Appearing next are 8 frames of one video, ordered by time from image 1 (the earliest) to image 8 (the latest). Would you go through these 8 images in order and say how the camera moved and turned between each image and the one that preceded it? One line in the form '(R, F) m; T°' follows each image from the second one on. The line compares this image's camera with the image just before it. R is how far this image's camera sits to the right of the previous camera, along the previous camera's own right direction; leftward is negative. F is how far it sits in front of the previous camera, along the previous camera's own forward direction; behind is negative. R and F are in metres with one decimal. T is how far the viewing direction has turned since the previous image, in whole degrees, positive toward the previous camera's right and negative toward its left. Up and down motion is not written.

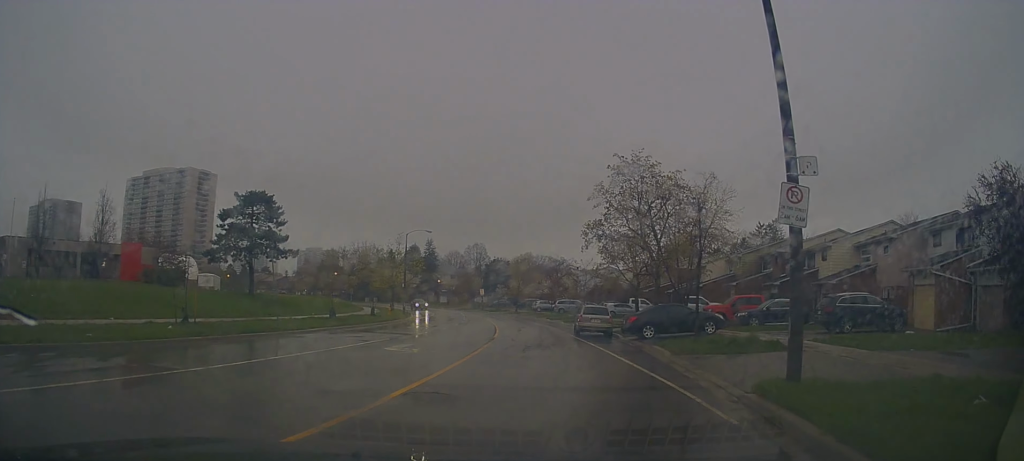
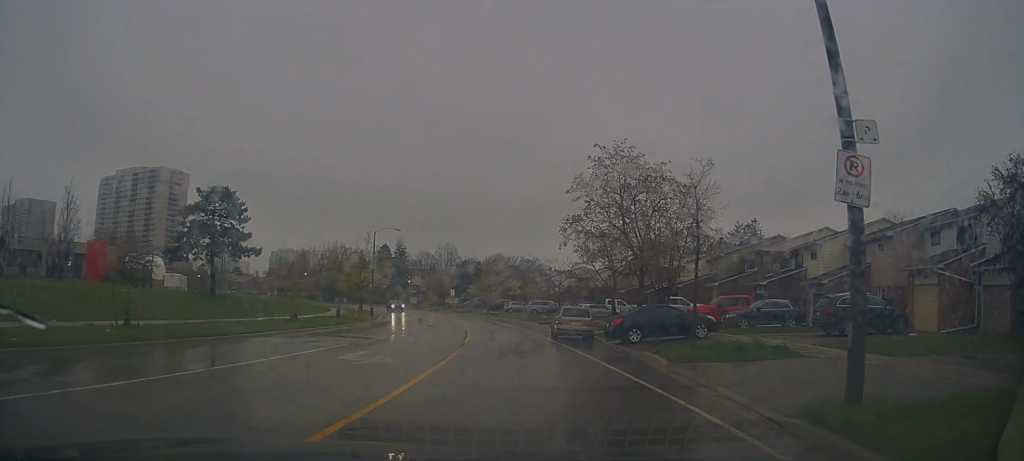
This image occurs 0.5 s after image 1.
(-0.1, +2.0) m; +6°
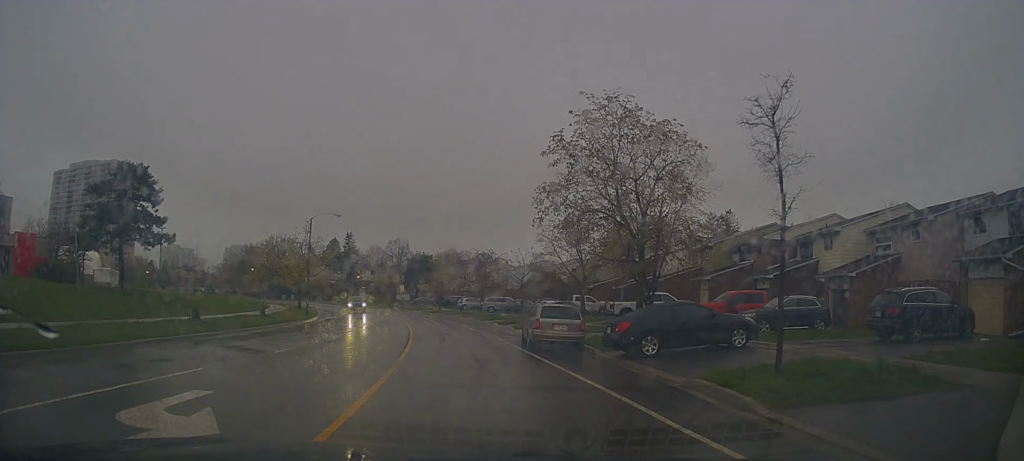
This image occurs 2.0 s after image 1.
(+1.1, +6.3) m; +7°
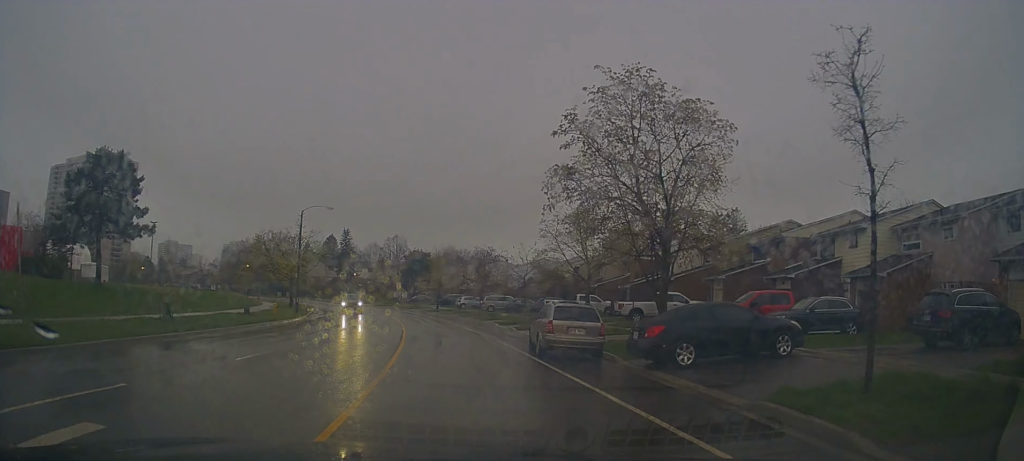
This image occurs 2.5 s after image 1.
(0.0, +2.3) m; -2°
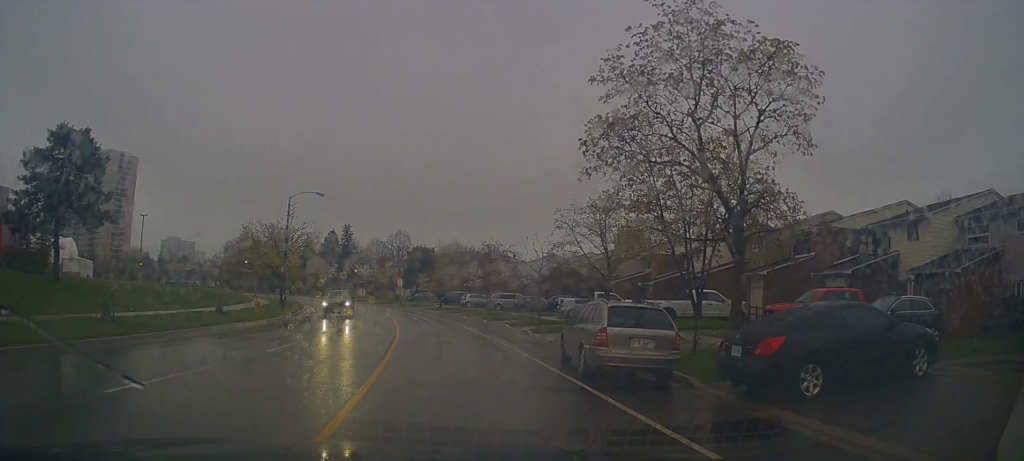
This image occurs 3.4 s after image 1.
(-0.2, +4.6) m; 0°
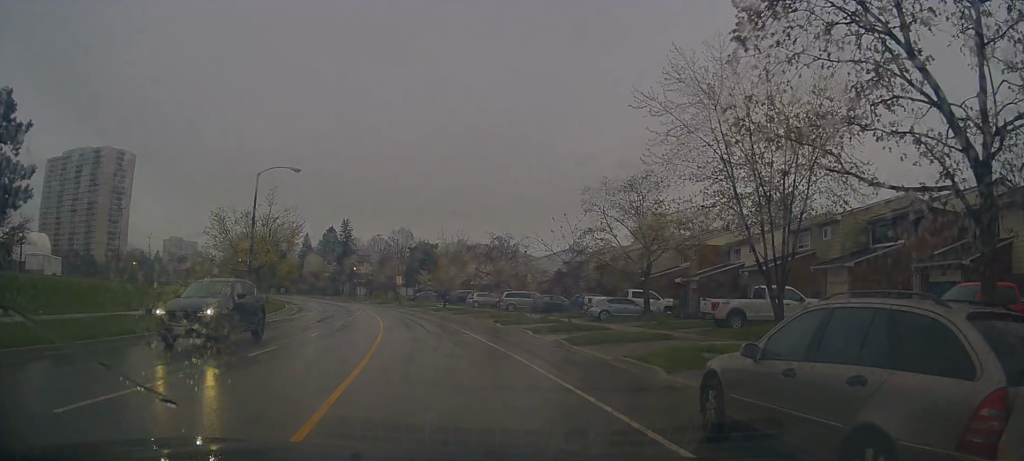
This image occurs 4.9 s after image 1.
(-0.4, +7.6) m; -5°
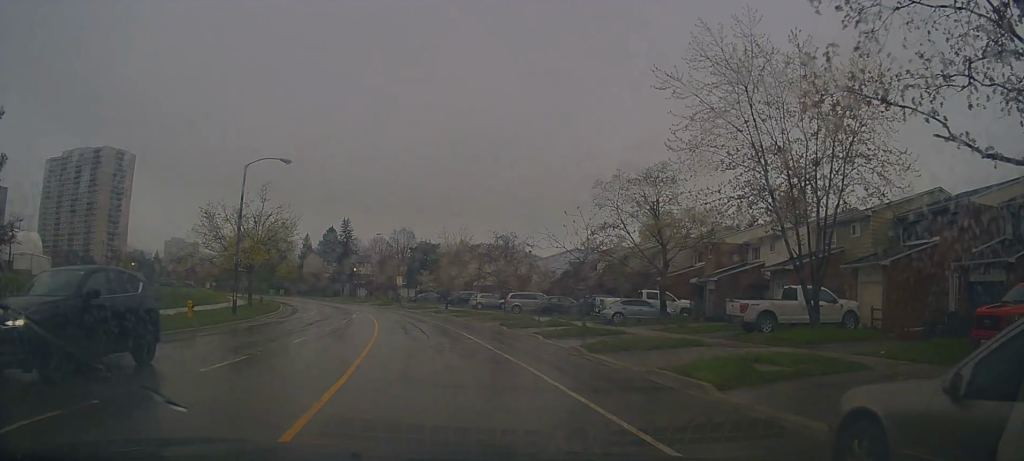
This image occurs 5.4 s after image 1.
(-0.3, +2.3) m; 0°
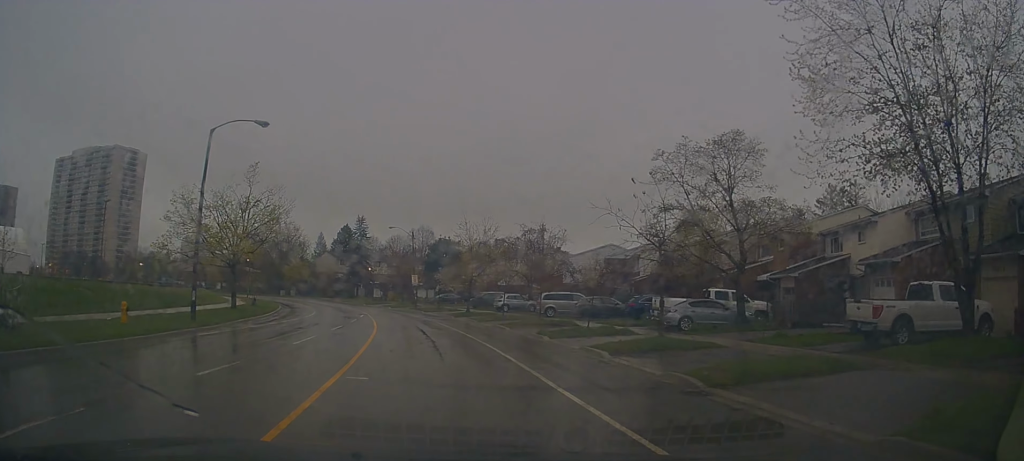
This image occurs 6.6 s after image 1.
(+0.8, +6.5) m; +6°
